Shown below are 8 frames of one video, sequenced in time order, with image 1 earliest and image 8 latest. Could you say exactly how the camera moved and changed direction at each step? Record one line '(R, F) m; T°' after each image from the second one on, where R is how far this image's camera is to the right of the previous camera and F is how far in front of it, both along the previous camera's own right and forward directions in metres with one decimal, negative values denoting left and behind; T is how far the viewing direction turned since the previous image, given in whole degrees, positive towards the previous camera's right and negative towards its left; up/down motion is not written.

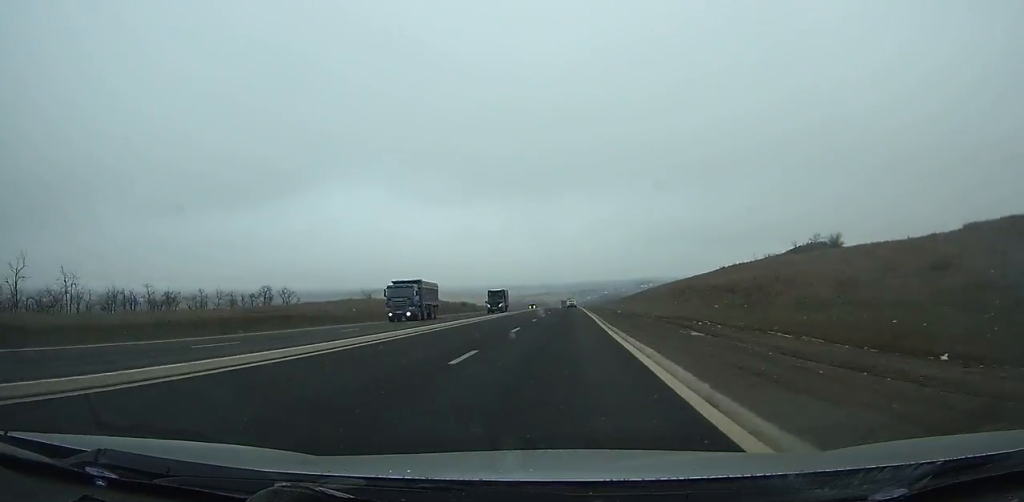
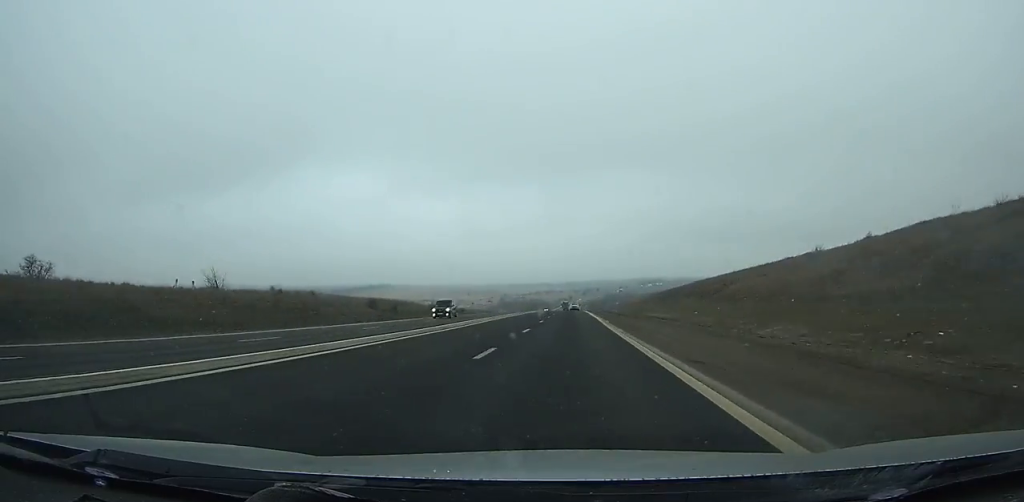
(-0.2, +71.4) m; 0°
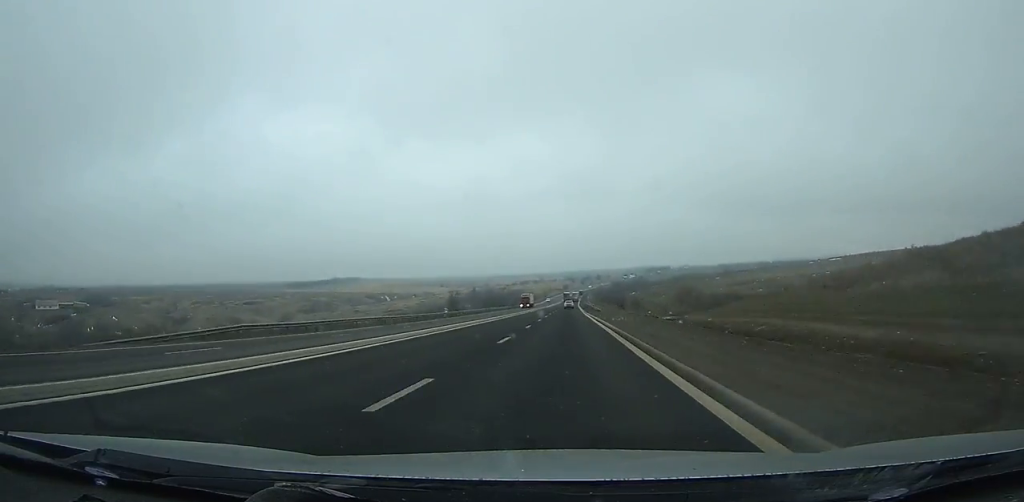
(+0.6, +187.1) m; 0°
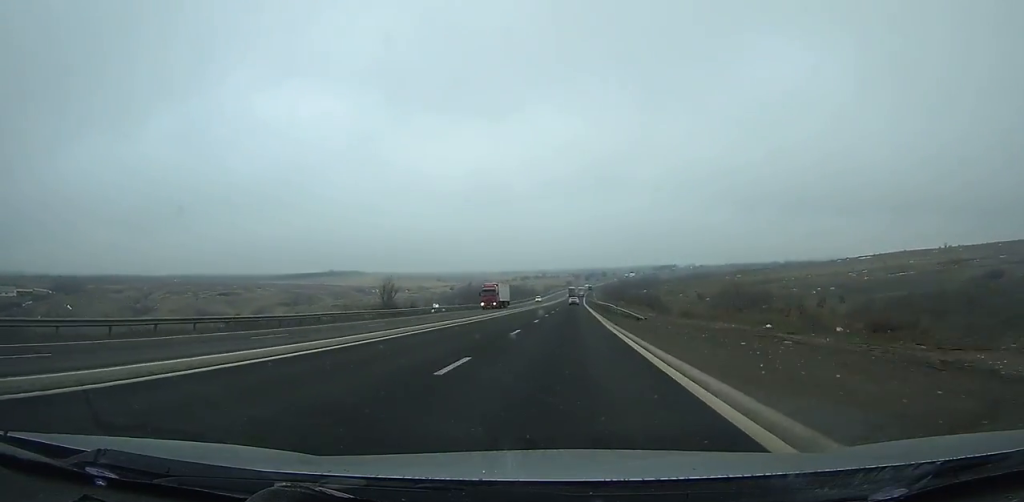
(0.0, +43.6) m; 0°
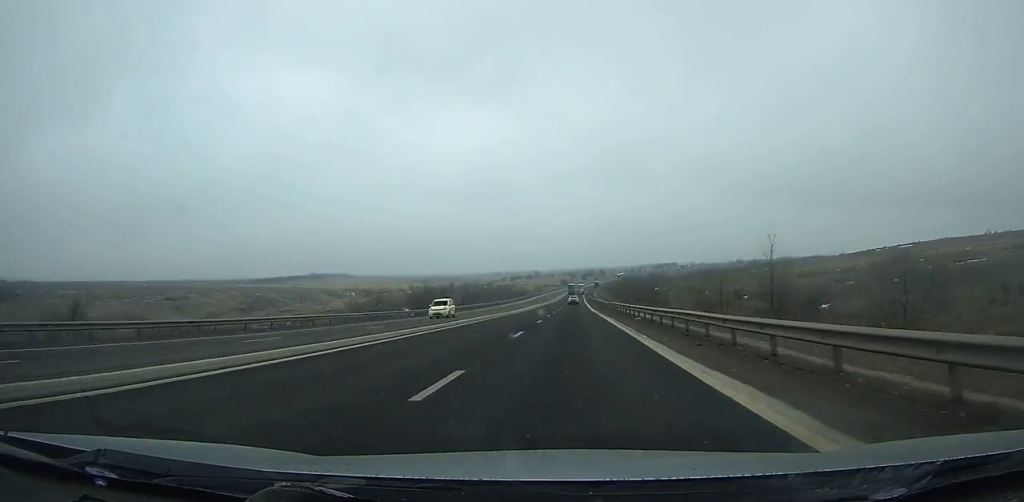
(-0.1, +61.3) m; 0°
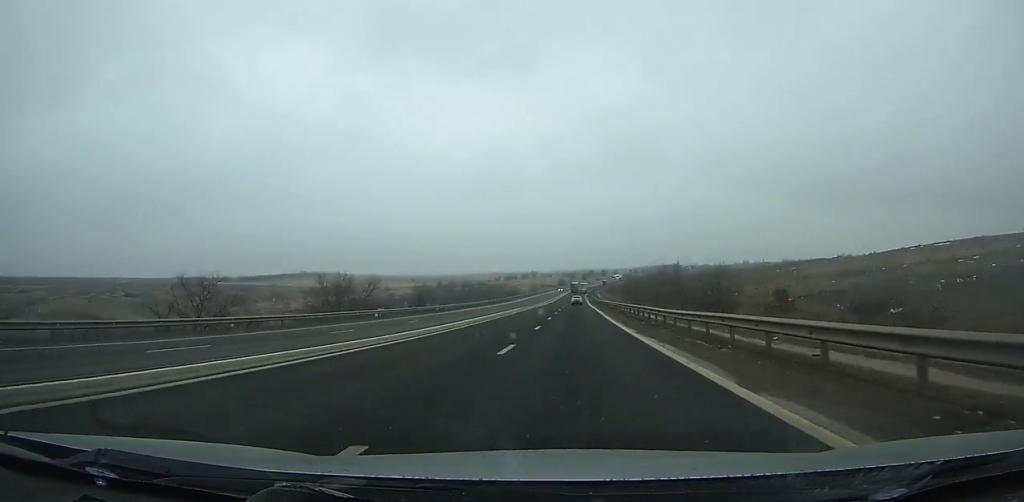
(+0.2, +40.8) m; 0°
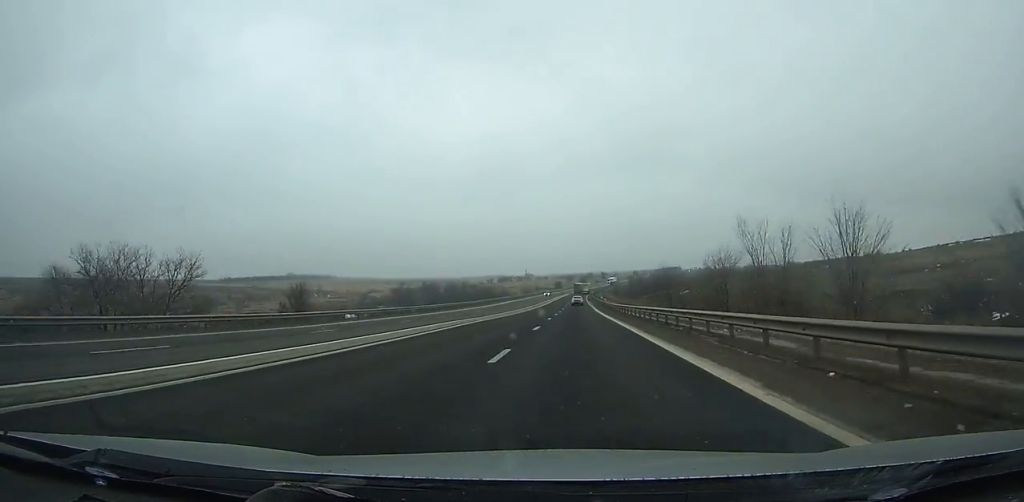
(0.0, +37.8) m; 0°
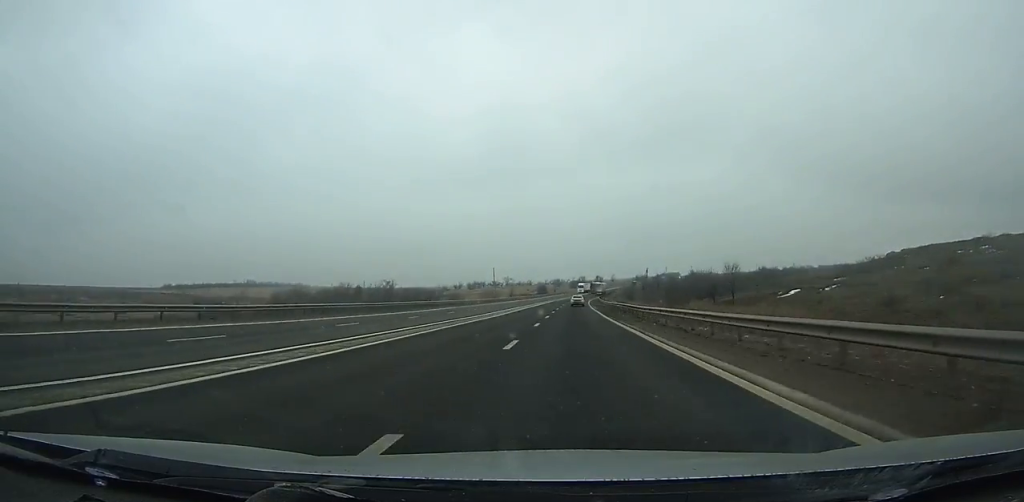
(+0.8, +103.4) m; +1°
